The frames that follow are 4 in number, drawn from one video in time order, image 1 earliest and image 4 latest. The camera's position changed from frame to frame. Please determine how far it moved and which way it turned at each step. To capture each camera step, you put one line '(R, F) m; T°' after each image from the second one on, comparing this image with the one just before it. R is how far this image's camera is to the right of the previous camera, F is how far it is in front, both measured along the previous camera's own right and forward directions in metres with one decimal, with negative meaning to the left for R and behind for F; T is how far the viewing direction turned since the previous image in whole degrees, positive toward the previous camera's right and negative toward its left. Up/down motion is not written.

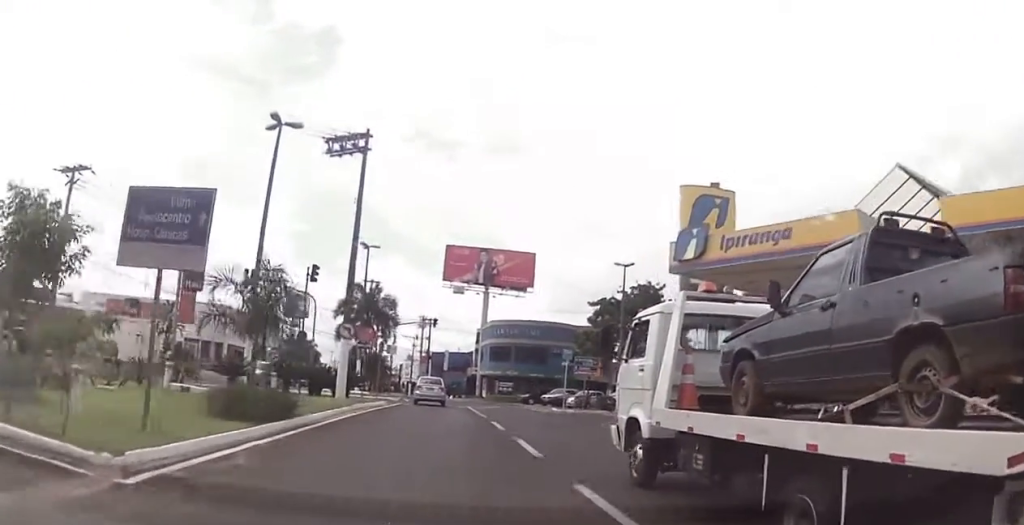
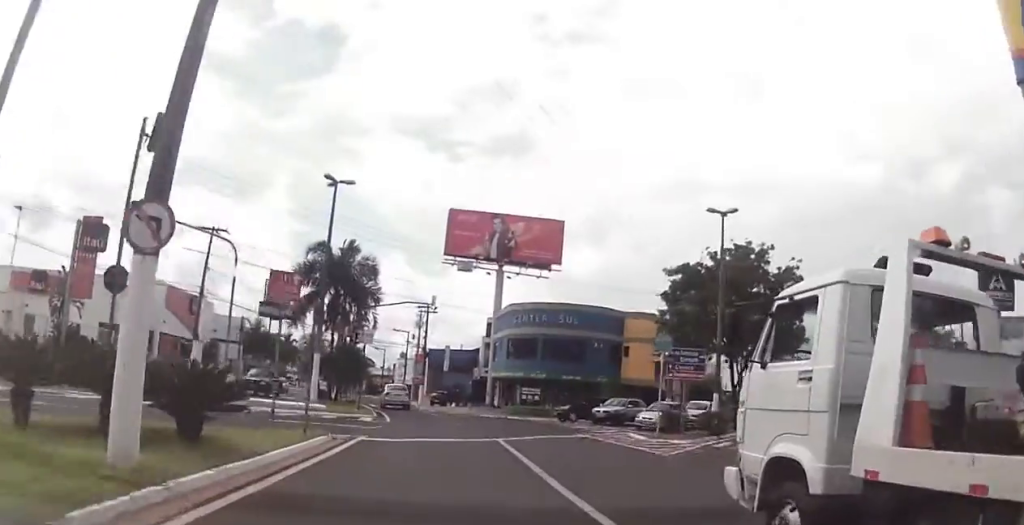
(-0.3, +15.6) m; -3°
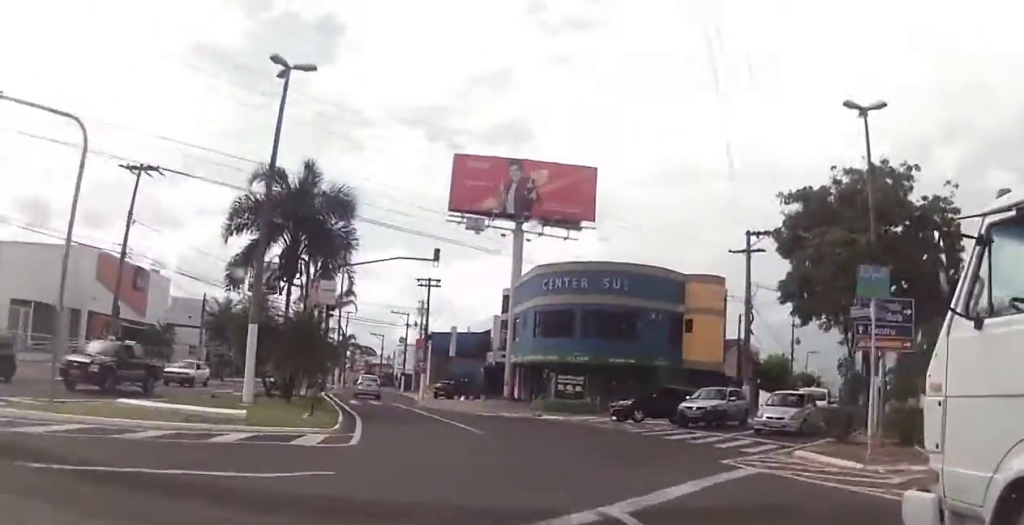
(+0.2, +11.3) m; +1°
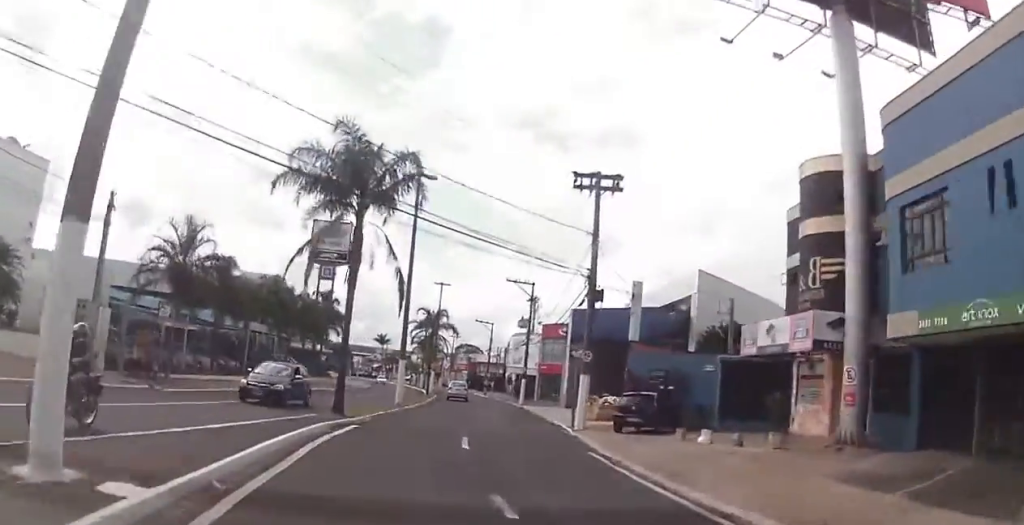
(-0.8, +30.0) m; -4°
